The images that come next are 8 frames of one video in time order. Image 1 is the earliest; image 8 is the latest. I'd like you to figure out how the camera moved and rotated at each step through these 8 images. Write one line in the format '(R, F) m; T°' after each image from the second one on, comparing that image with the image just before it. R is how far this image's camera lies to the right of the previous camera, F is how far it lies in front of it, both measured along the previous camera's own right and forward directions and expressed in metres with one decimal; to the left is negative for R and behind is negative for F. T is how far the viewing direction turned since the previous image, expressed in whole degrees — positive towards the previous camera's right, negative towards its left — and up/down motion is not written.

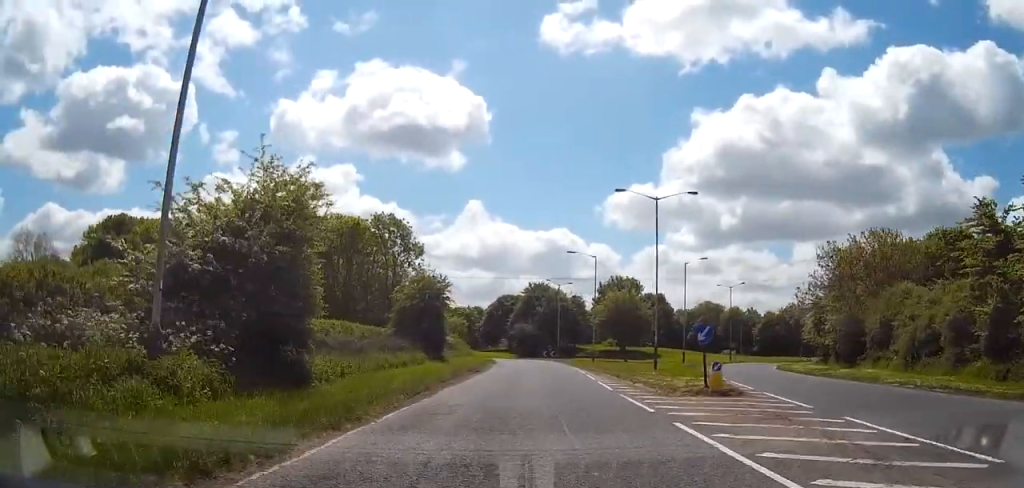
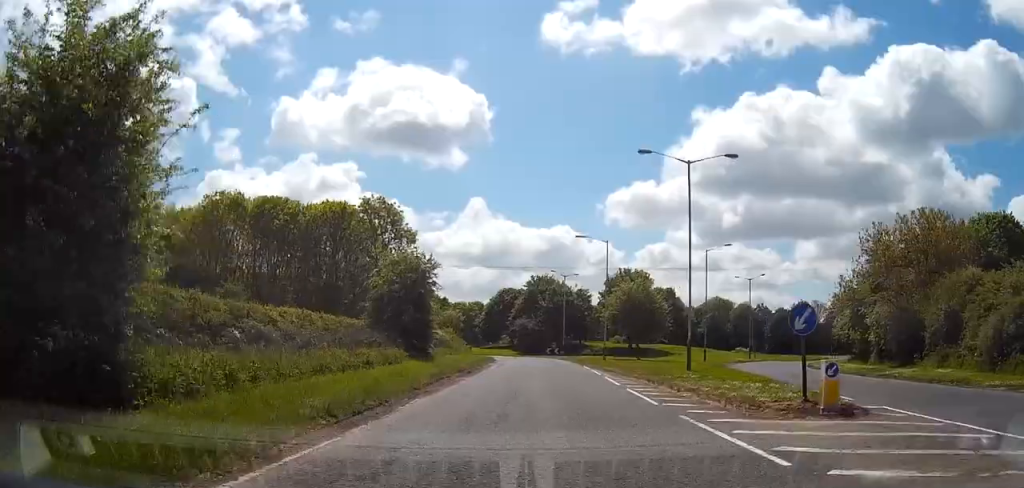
(0.0, +7.5) m; 0°
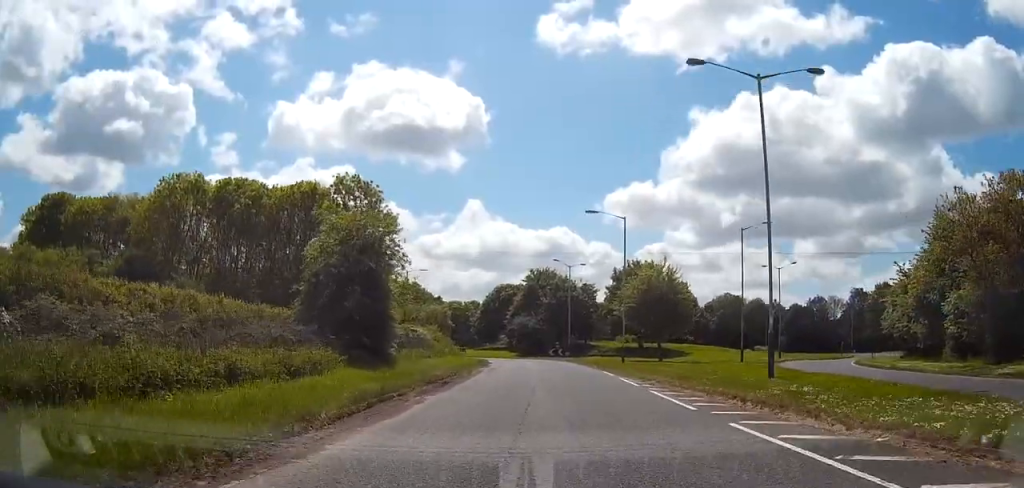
(-0.1, +11.0) m; 0°
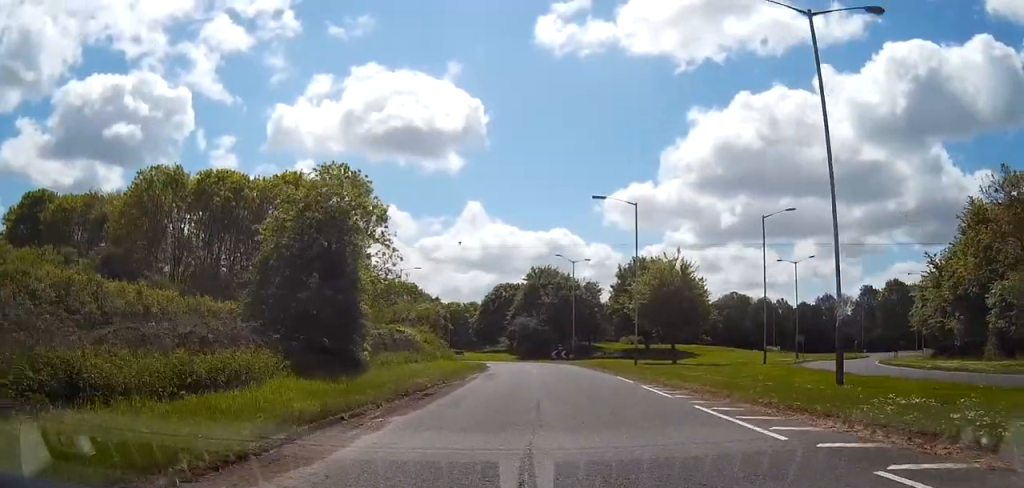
(0.0, +5.0) m; 0°
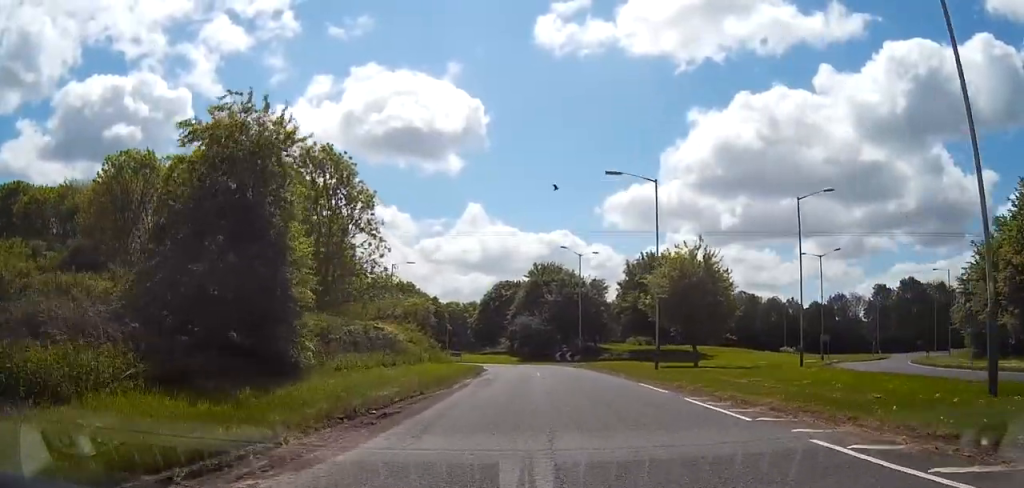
(0.0, +6.4) m; 0°
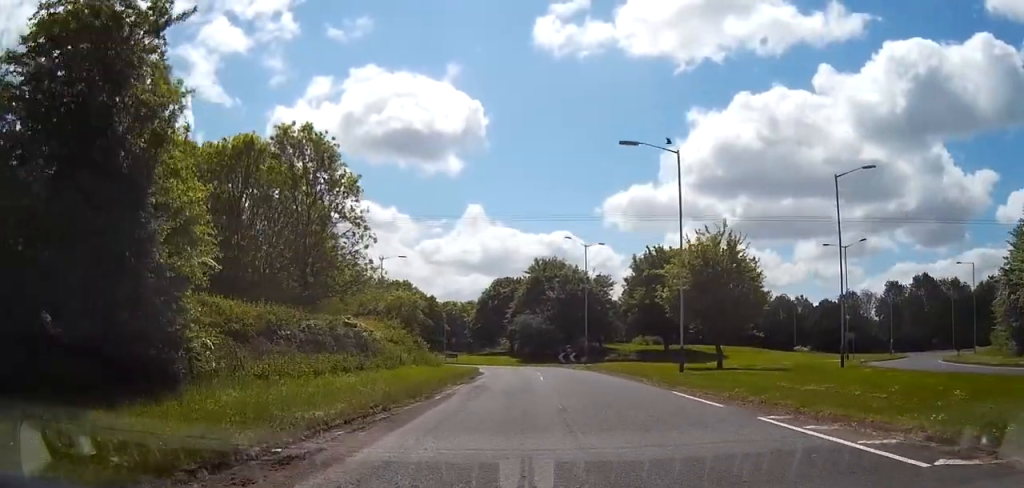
(0.0, +5.7) m; 0°
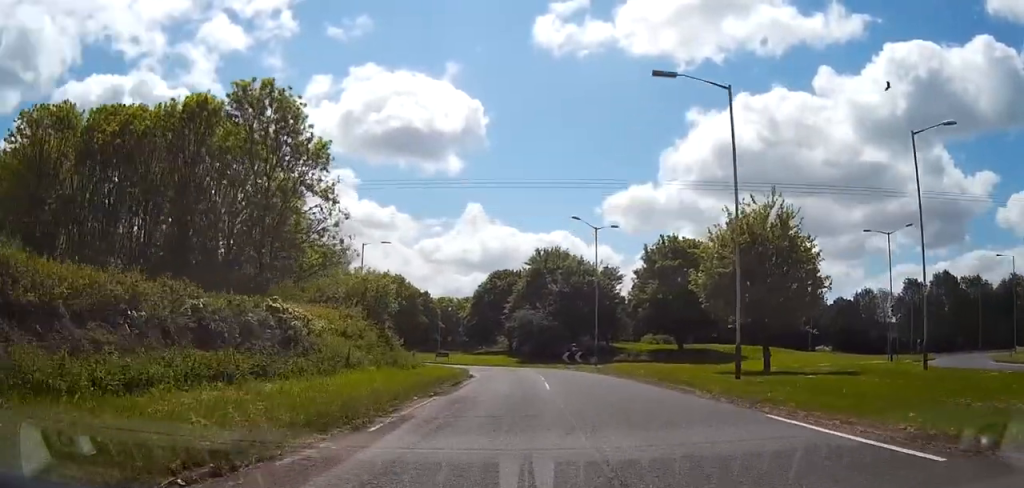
(0.0, +8.5) m; 0°
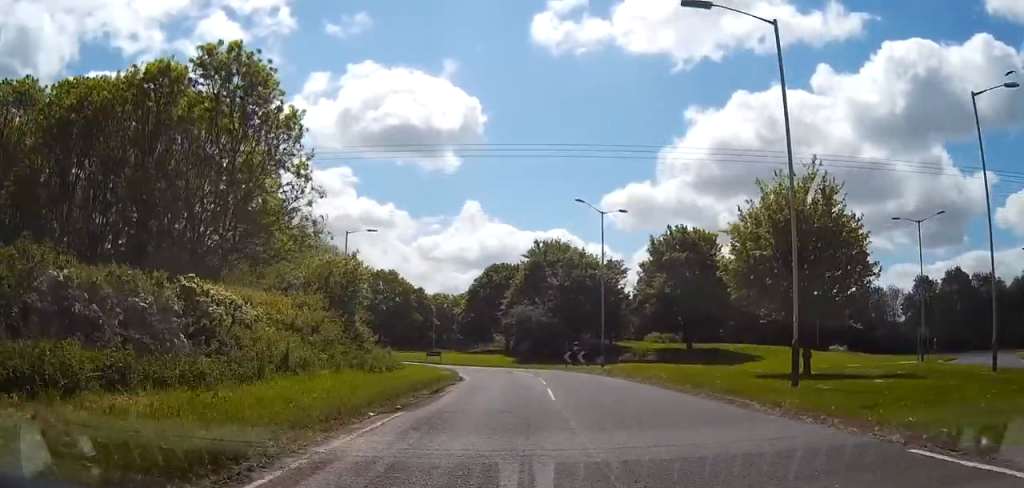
(0.0, +5.2) m; 0°
